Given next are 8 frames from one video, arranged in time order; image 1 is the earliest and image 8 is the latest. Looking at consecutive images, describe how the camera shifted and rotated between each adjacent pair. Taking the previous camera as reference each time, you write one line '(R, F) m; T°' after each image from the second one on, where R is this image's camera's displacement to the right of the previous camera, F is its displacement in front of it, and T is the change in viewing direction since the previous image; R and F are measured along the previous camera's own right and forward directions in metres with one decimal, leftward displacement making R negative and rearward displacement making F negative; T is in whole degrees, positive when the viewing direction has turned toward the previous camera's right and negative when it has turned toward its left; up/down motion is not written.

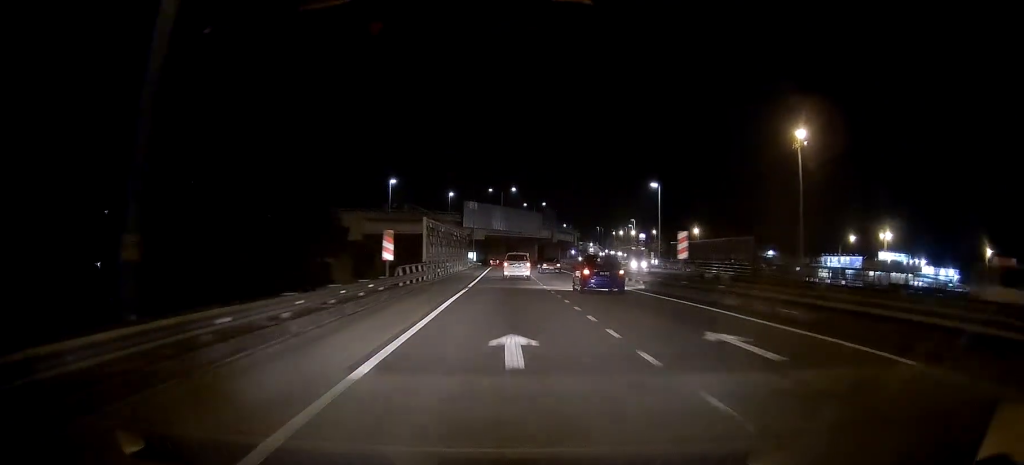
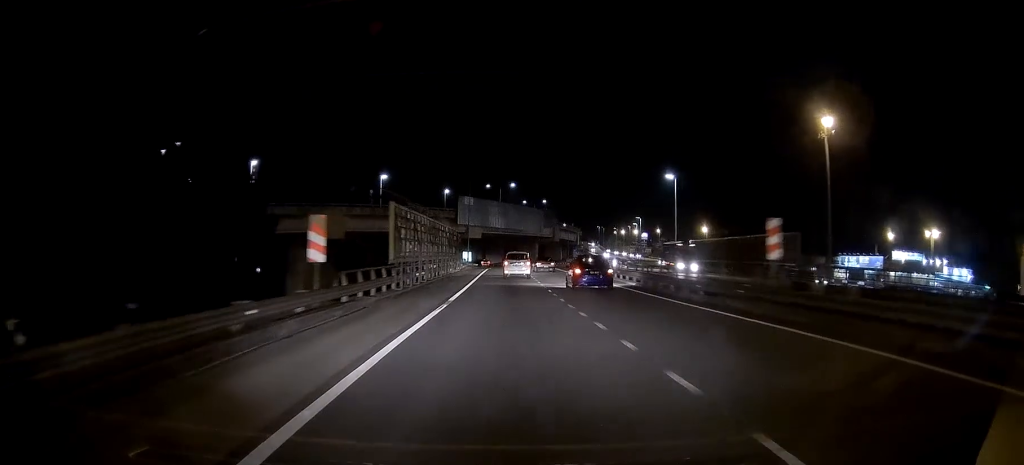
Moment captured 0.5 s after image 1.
(0.0, +9.7) m; 0°
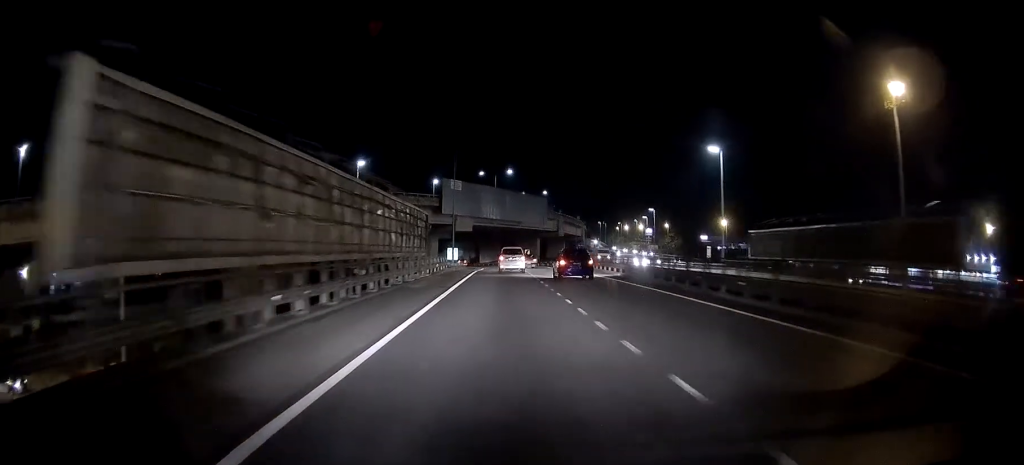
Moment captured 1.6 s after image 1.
(0.0, +18.9) m; 0°
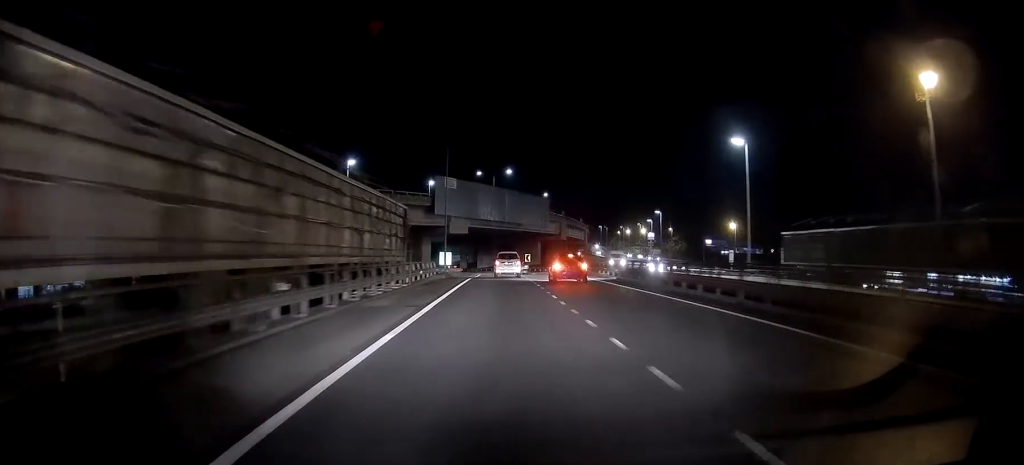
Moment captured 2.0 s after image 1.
(0.0, +7.3) m; 0°
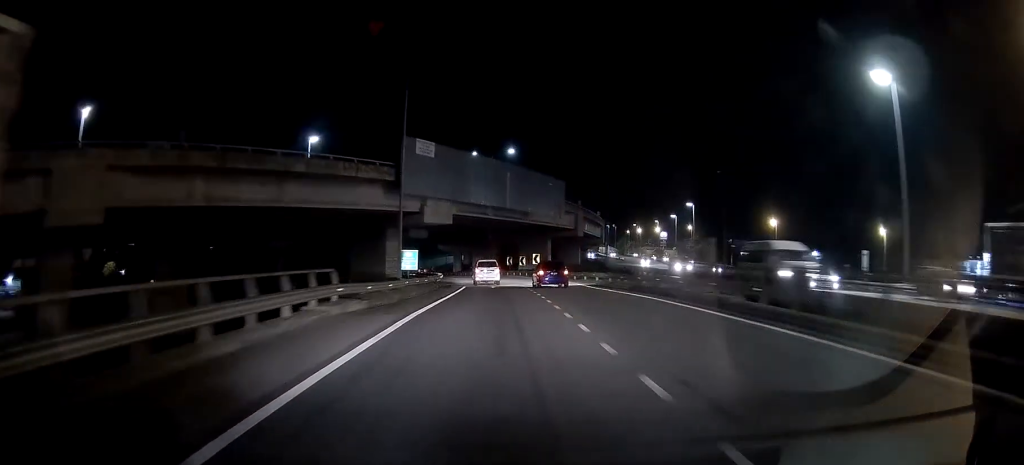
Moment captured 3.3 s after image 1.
(0.0, +24.5) m; 0°
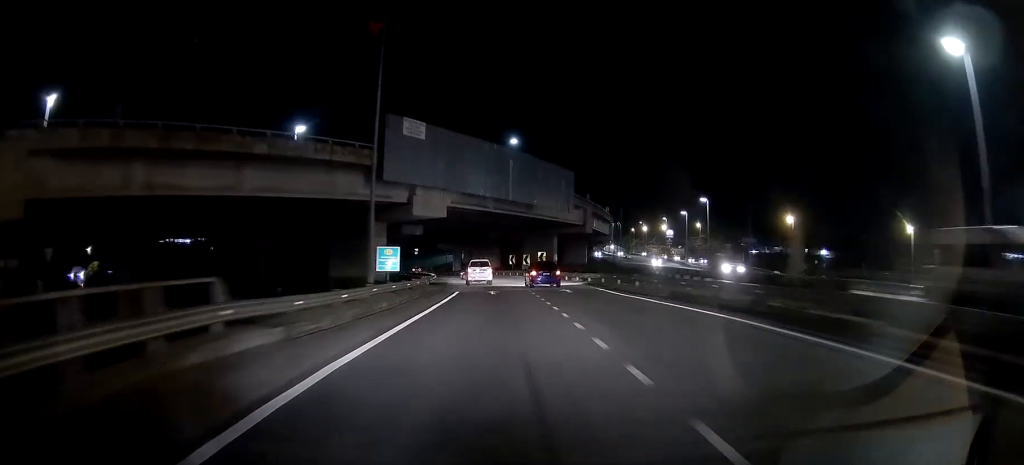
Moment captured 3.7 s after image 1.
(0.0, +7.4) m; 0°
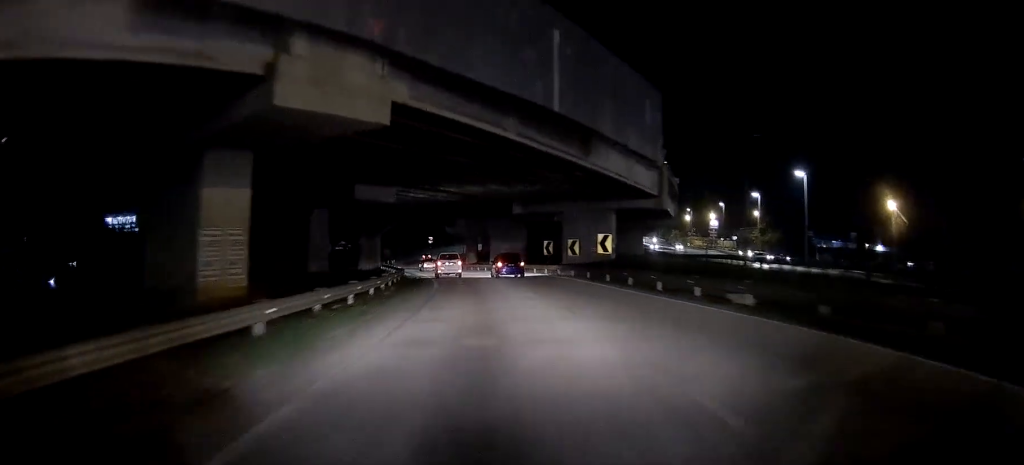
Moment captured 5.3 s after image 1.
(-0.6, +29.8) m; -4°
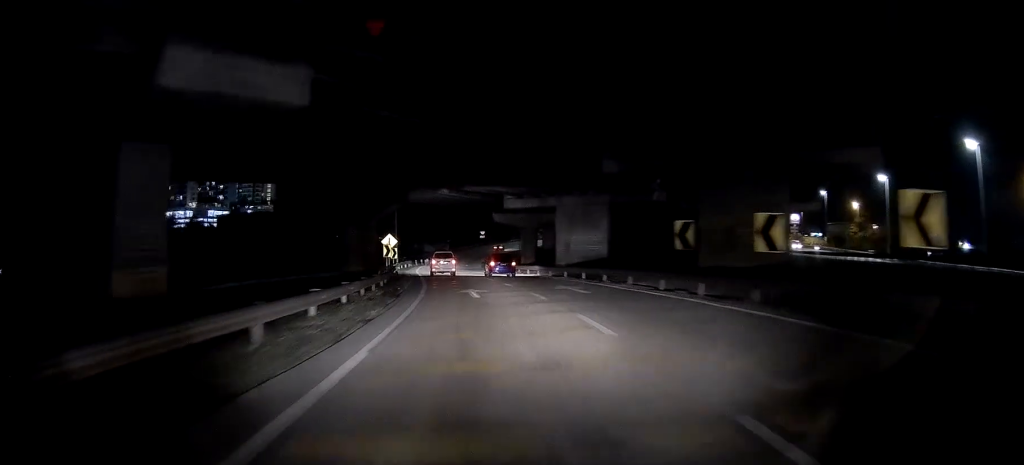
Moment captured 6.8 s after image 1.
(-0.9, +27.3) m; -4°
